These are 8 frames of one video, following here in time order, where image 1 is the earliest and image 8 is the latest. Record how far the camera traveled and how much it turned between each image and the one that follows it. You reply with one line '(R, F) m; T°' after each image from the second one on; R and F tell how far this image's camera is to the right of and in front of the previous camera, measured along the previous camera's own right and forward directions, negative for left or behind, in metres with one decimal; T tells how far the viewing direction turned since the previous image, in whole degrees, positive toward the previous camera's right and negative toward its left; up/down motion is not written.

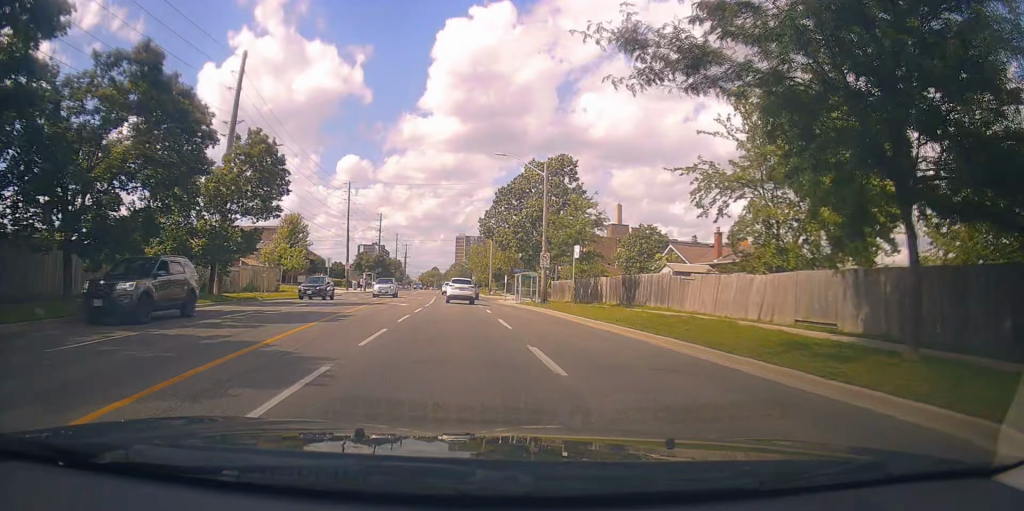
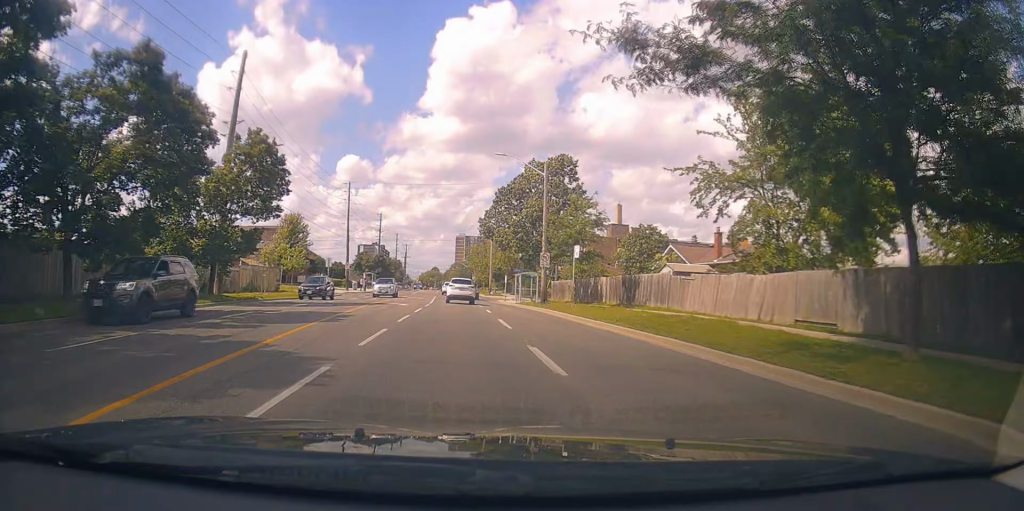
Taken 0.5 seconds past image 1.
(0.0, 0.0) m; 0°
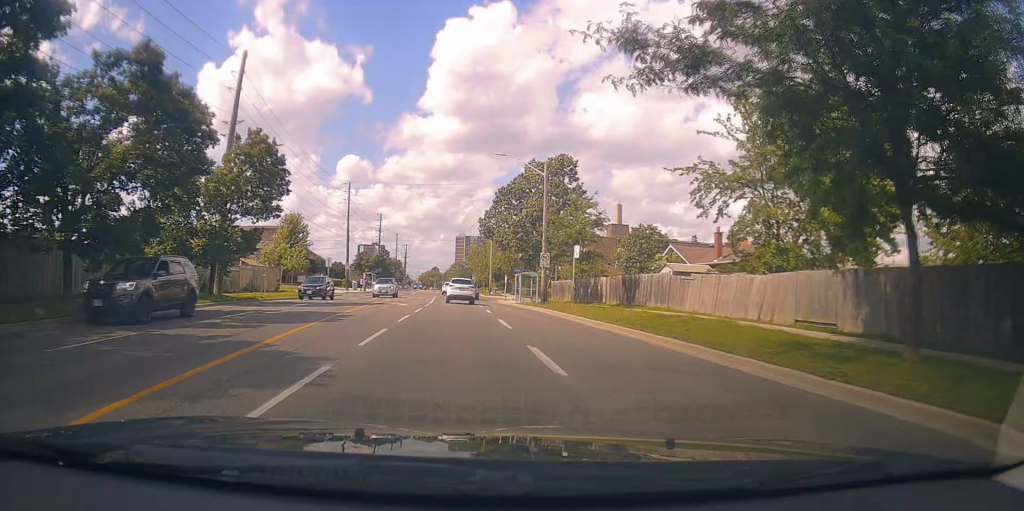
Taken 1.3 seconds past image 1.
(0.0, 0.0) m; 0°
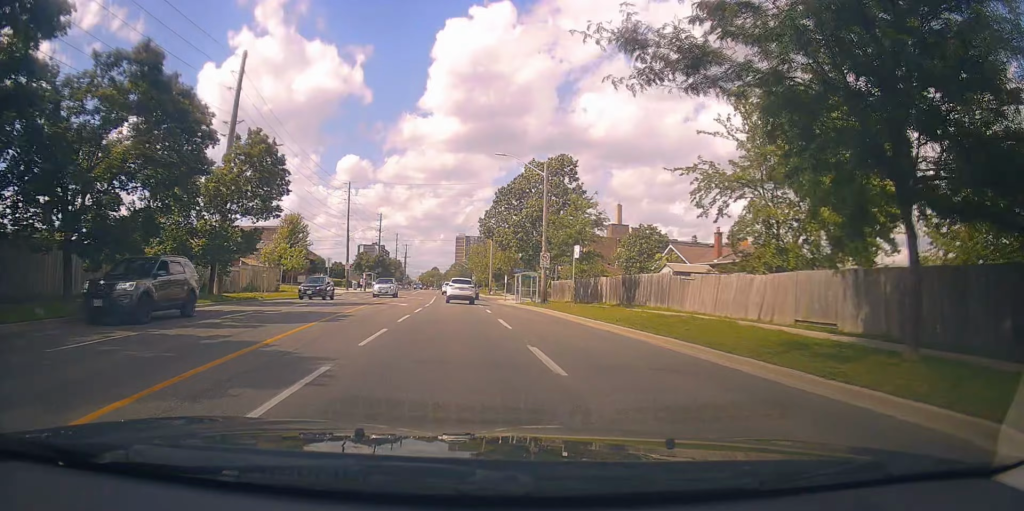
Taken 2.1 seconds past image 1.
(0.0, 0.0) m; 0°
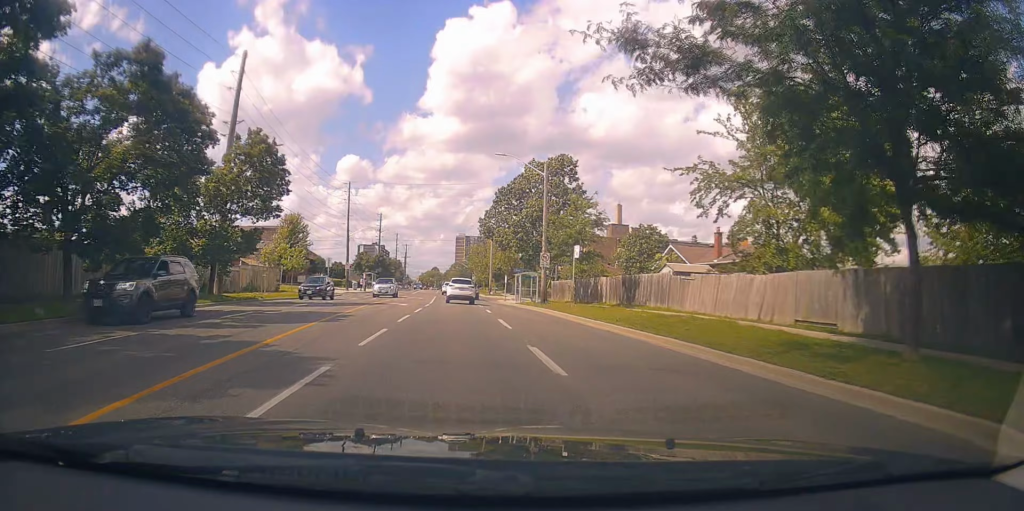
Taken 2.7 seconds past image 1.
(0.0, 0.0) m; 0°
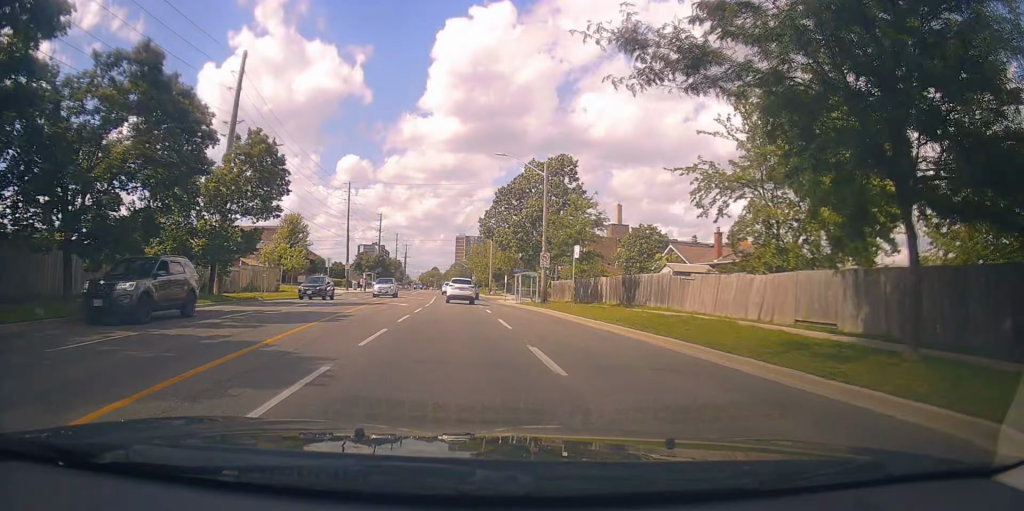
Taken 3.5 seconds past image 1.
(0.0, 0.0) m; 0°
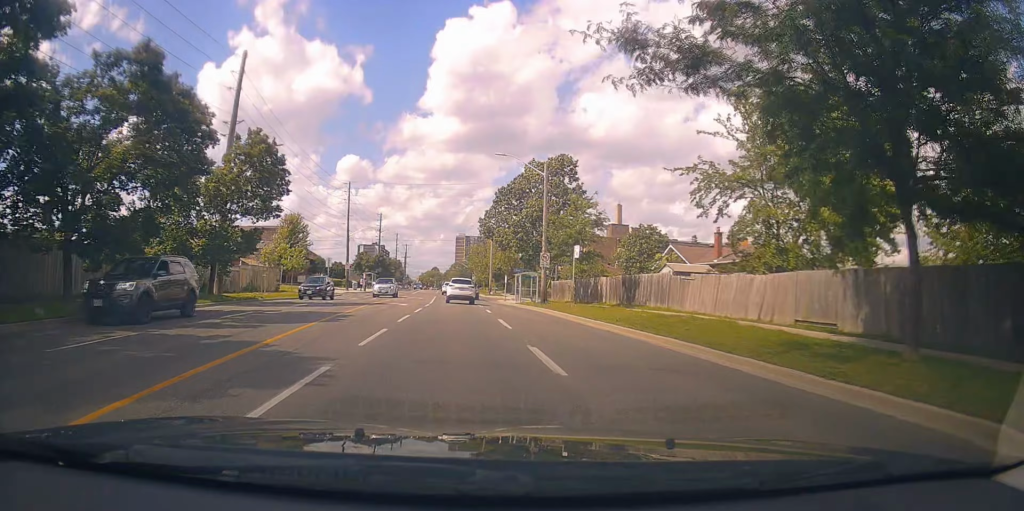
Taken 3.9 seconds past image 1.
(0.0, 0.0) m; 0°
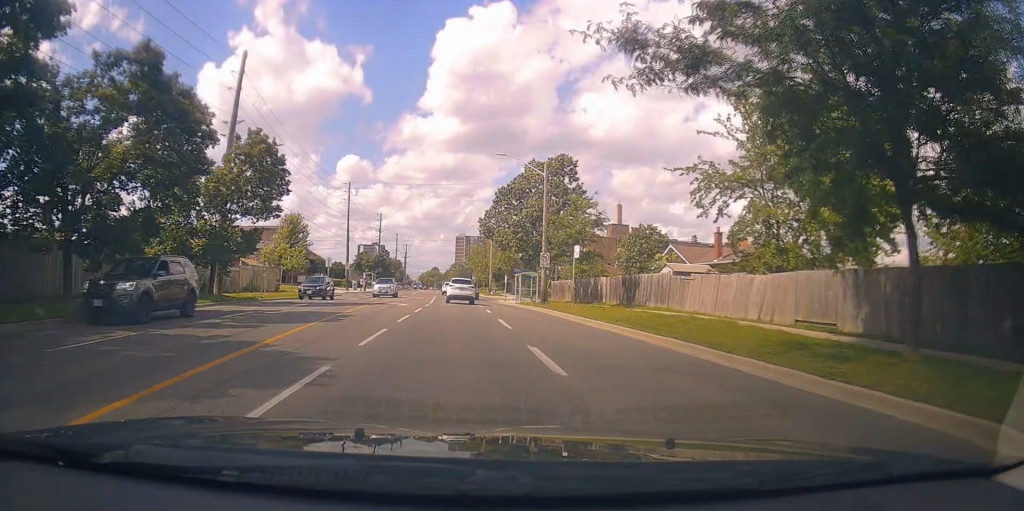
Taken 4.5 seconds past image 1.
(0.0, 0.0) m; 0°
